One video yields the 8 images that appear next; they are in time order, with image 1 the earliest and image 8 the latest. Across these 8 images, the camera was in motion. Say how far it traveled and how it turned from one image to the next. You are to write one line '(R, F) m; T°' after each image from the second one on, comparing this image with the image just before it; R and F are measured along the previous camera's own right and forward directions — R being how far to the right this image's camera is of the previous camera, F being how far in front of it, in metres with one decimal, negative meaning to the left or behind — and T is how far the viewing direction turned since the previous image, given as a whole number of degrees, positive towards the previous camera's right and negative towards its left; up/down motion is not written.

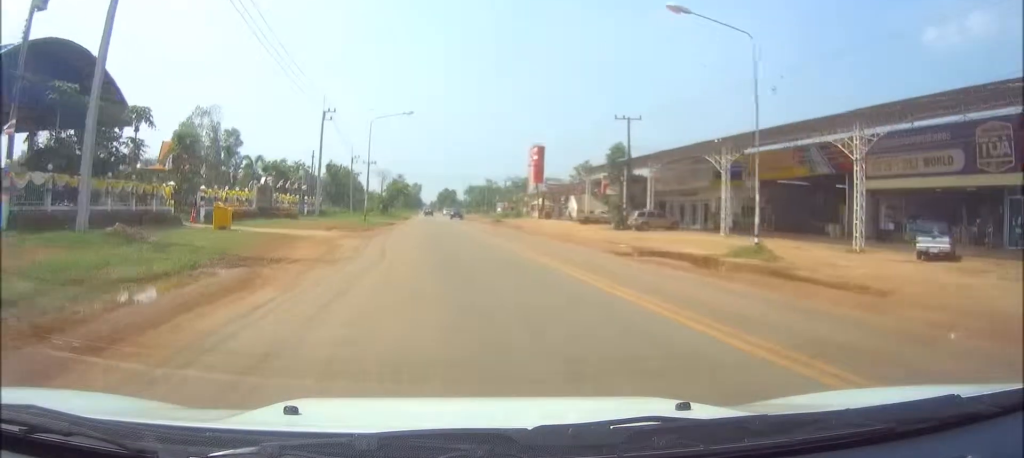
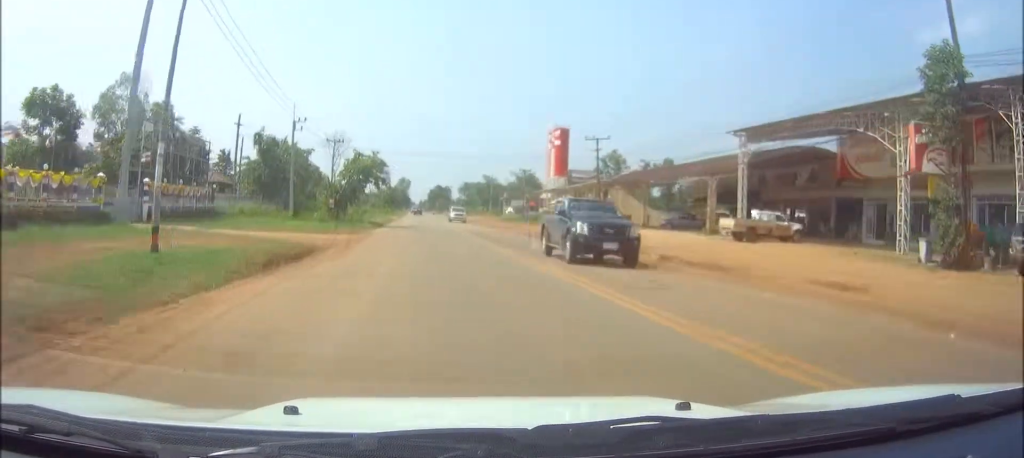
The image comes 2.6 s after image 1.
(+0.1, +43.6) m; 0°
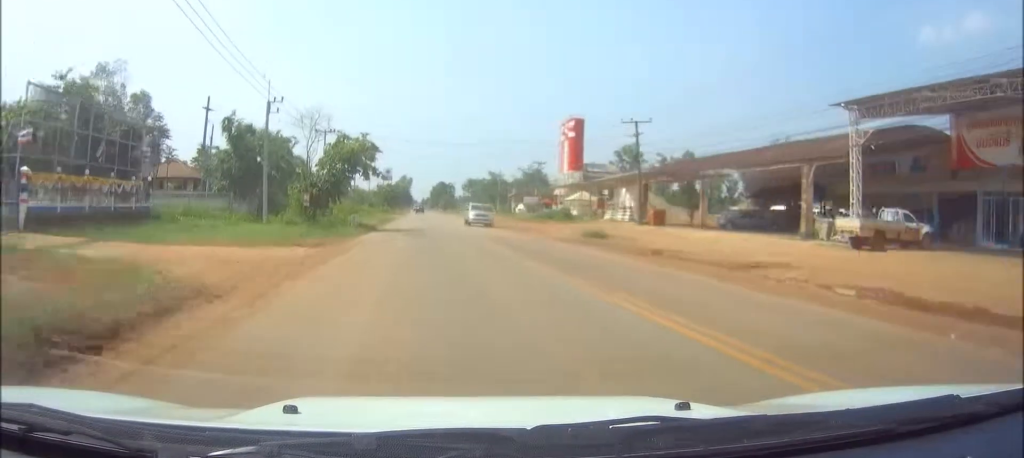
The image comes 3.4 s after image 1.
(0.0, +12.2) m; 0°
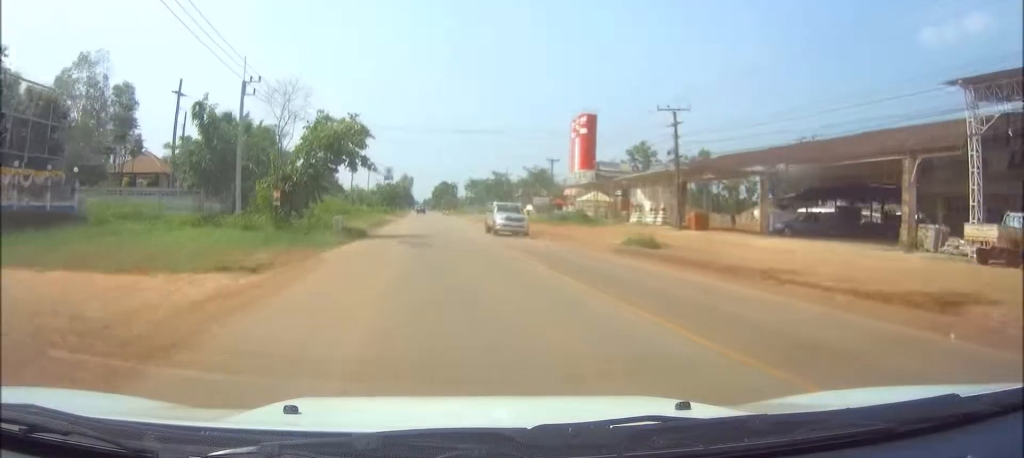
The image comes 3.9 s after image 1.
(0.0, +8.4) m; 0°
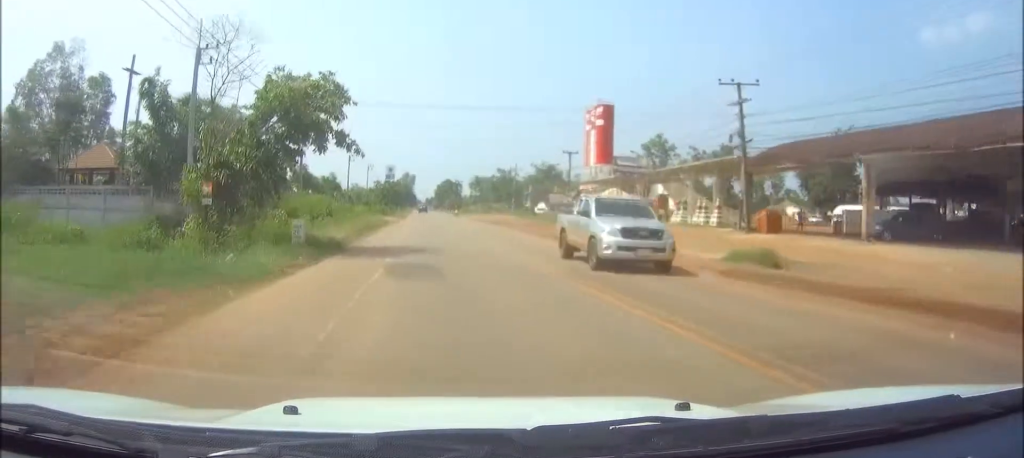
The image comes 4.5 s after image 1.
(0.0, +10.6) m; 0°
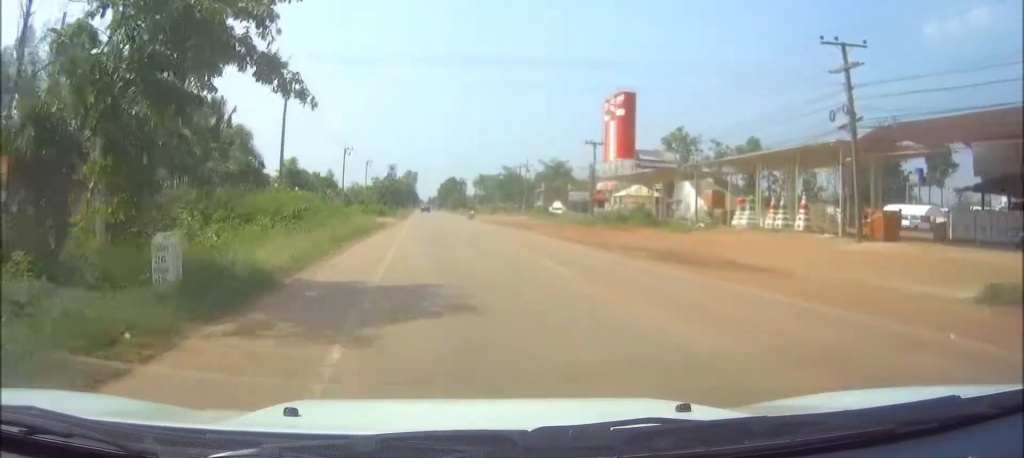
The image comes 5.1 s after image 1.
(0.0, +10.6) m; 0°
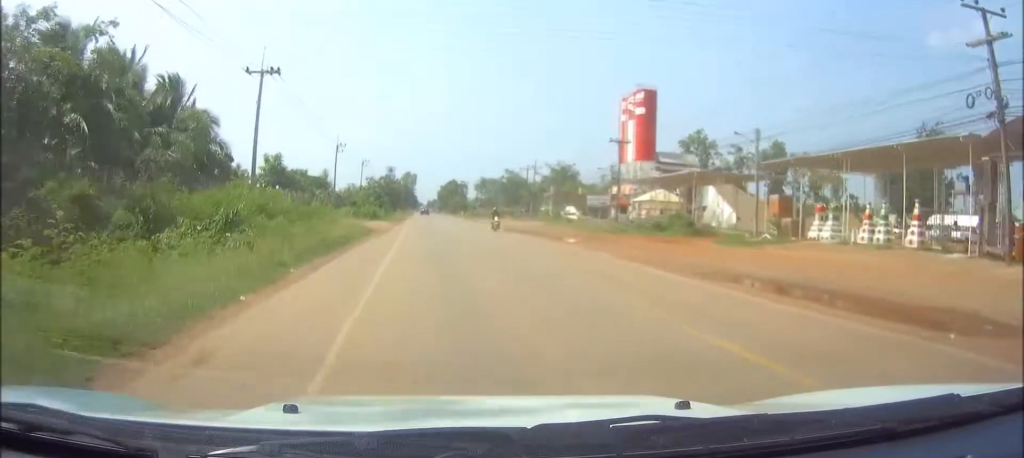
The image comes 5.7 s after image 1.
(0.0, +10.1) m; 0°
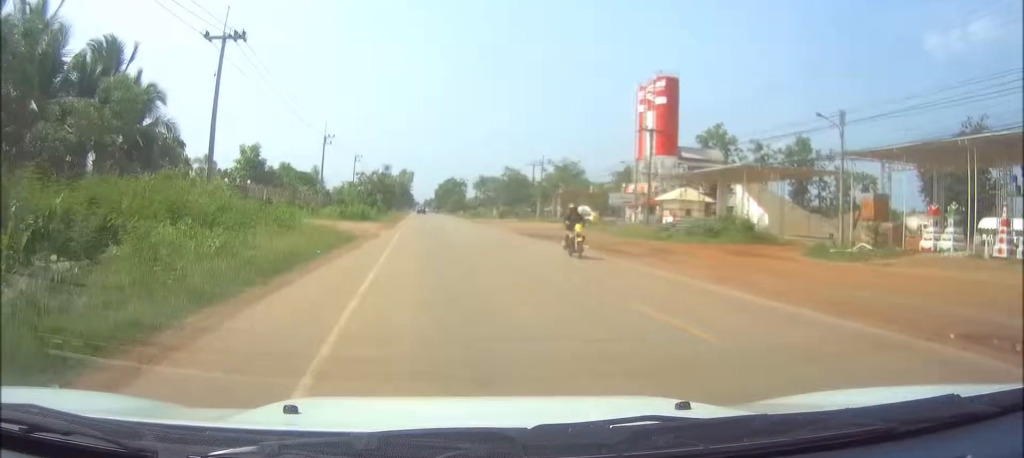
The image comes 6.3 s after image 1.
(0.0, +9.5) m; 0°
